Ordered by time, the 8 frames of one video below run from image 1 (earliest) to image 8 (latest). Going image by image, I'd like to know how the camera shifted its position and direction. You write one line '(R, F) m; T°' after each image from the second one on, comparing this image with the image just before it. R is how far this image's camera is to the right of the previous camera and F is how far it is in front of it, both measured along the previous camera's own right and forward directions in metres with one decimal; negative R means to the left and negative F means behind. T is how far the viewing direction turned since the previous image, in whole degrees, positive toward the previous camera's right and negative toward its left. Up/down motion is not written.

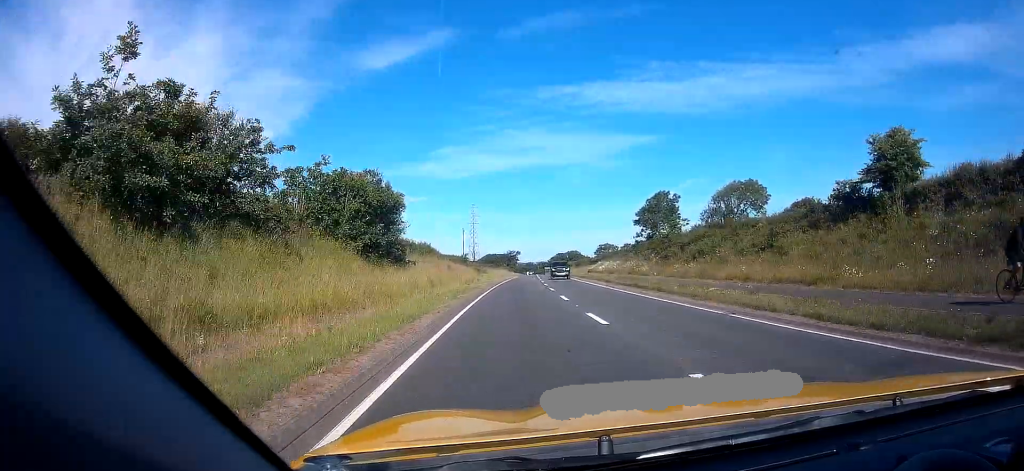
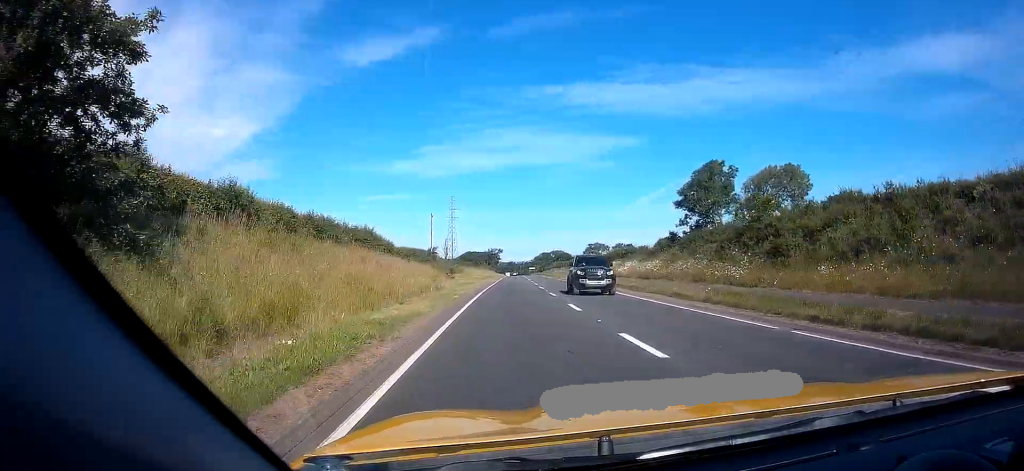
(+0.1, +22.7) m; +1°
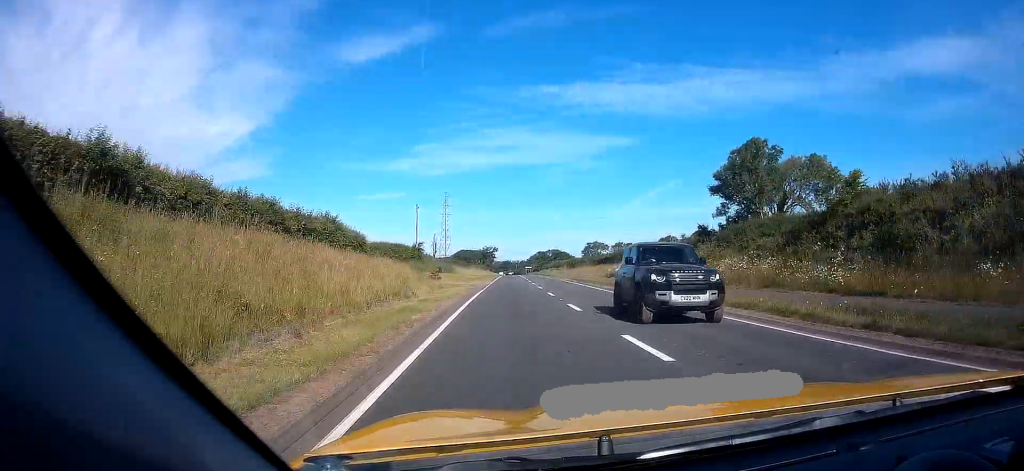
(0.0, +9.3) m; +1°
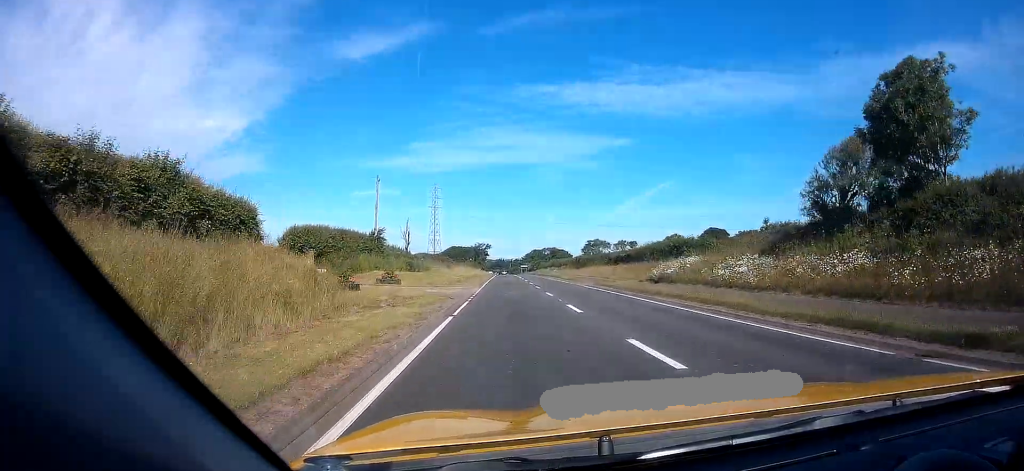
(+0.4, +18.6) m; +1°
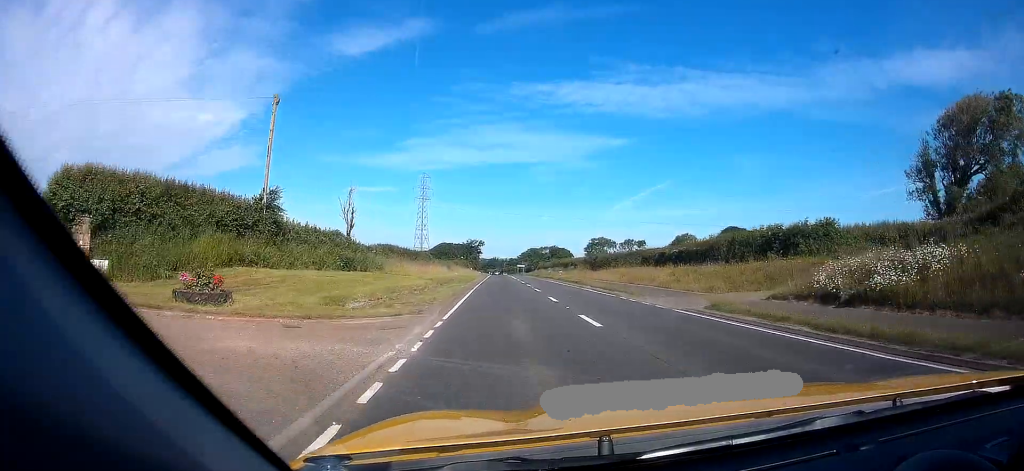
(0.0, +21.4) m; 0°
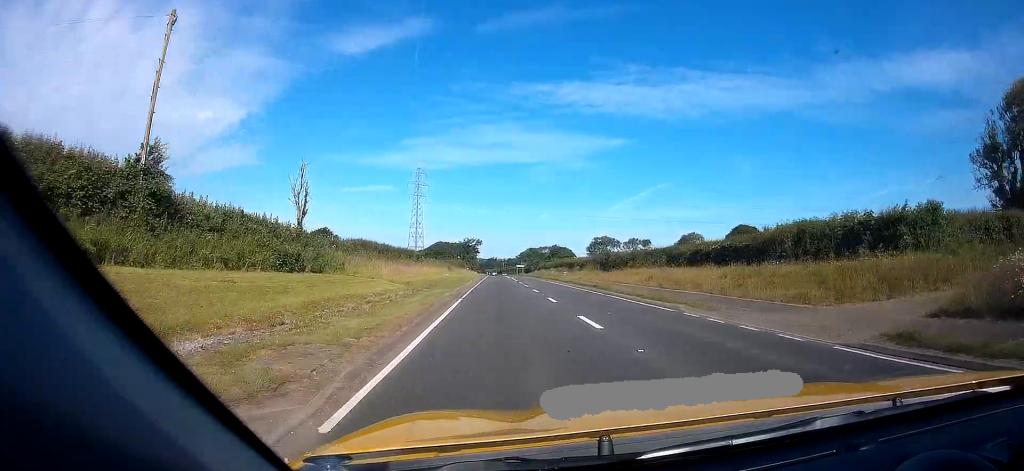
(-0.2, +9.3) m; 0°
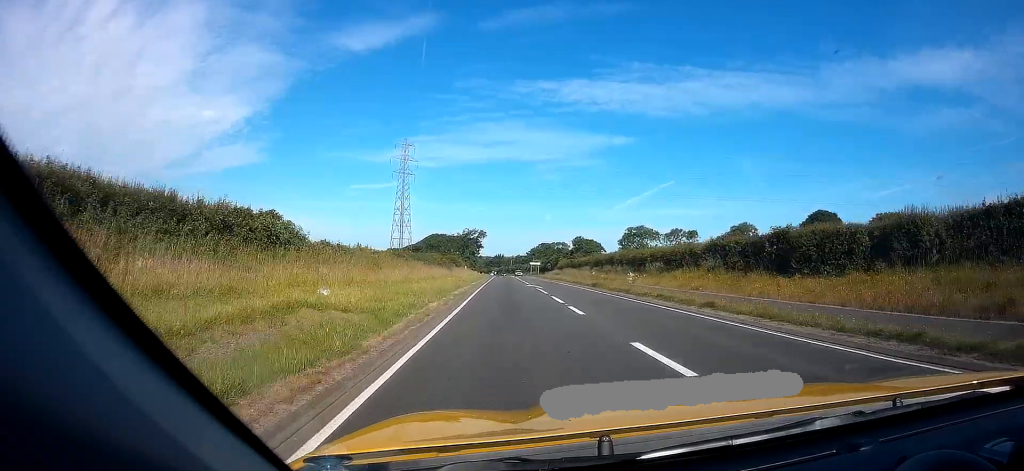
(+0.6, +41.3) m; +1°
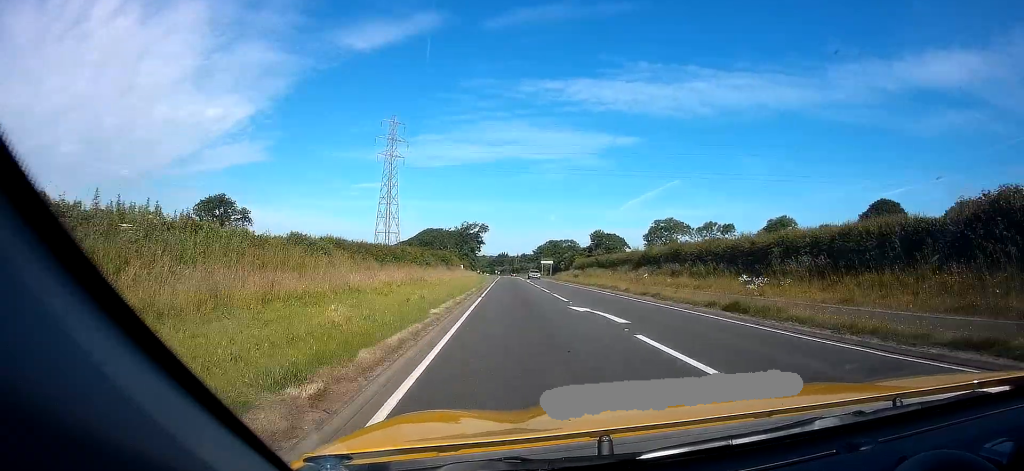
(-0.1, +23.5) m; +1°
